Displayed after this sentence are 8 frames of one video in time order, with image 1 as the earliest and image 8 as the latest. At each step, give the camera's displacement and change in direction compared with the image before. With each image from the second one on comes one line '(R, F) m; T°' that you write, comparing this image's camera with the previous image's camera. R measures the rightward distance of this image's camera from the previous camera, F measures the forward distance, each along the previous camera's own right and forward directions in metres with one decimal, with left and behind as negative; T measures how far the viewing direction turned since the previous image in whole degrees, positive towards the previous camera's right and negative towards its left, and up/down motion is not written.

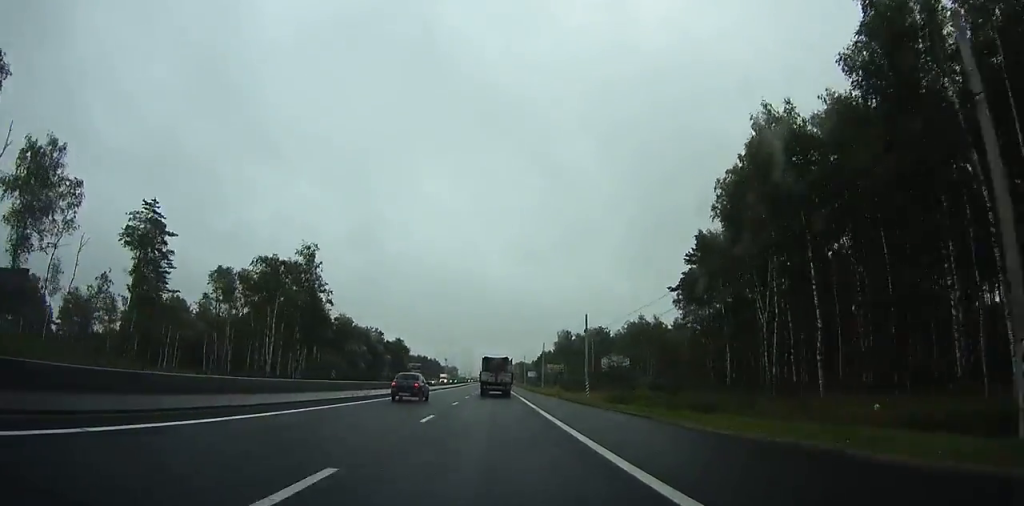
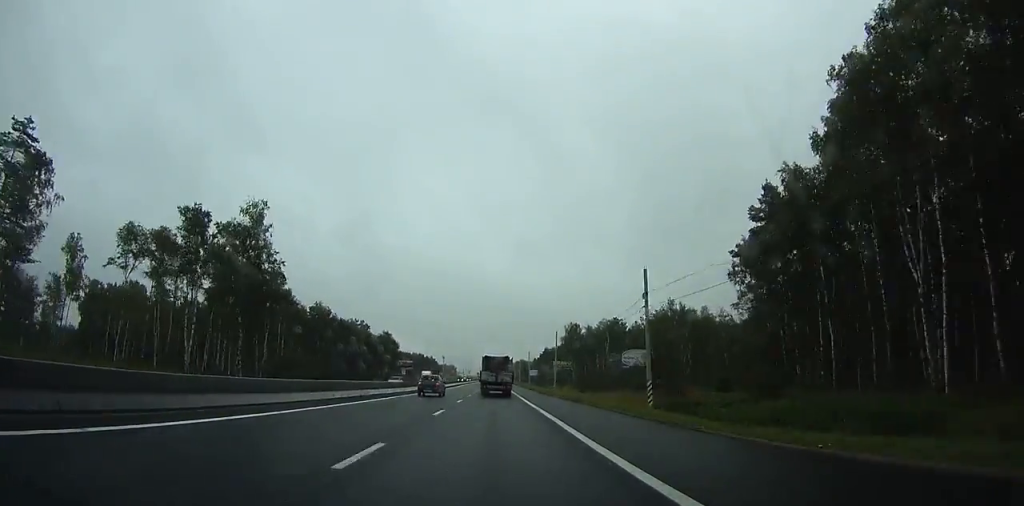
(0.0, +20.9) m; 0°
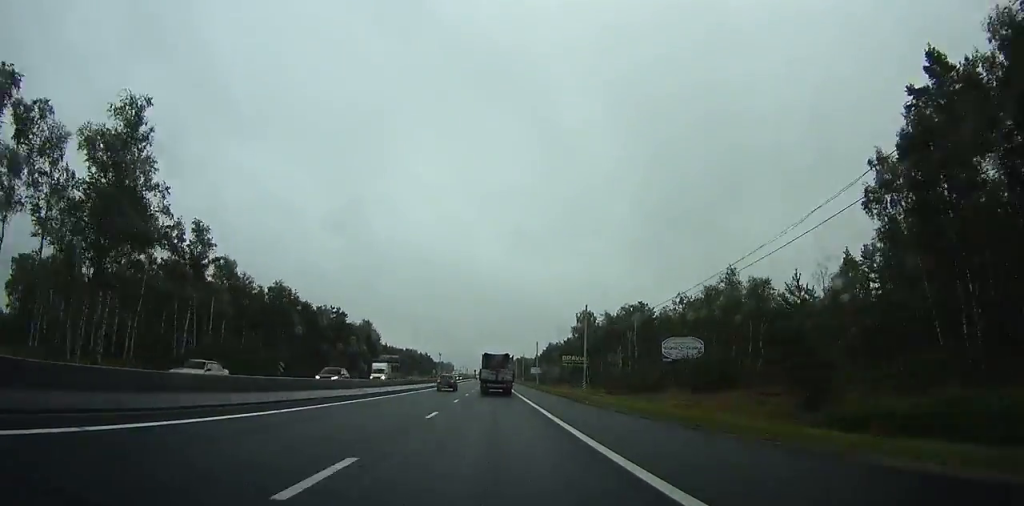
(0.0, +26.1) m; 0°
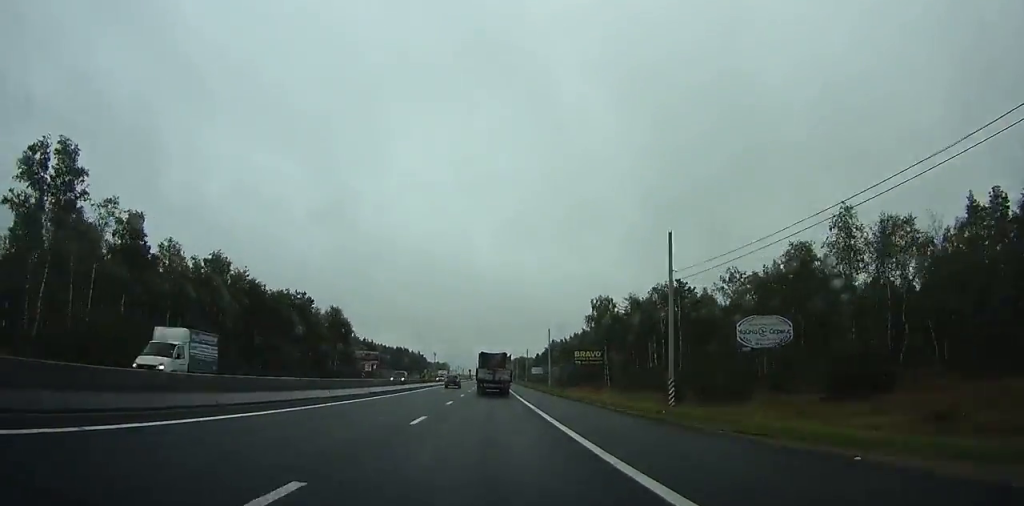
(0.0, +26.0) m; 0°
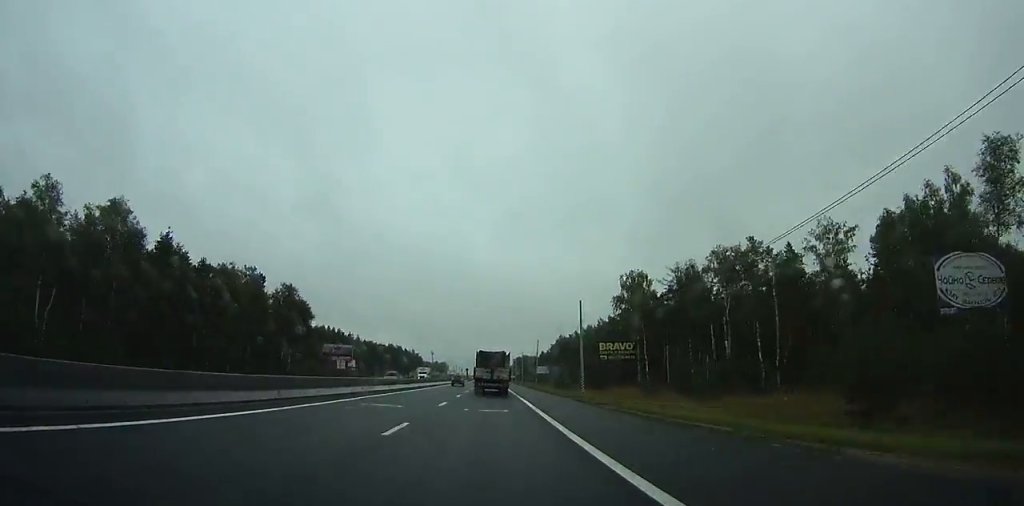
(0.0, +27.0) m; 0°
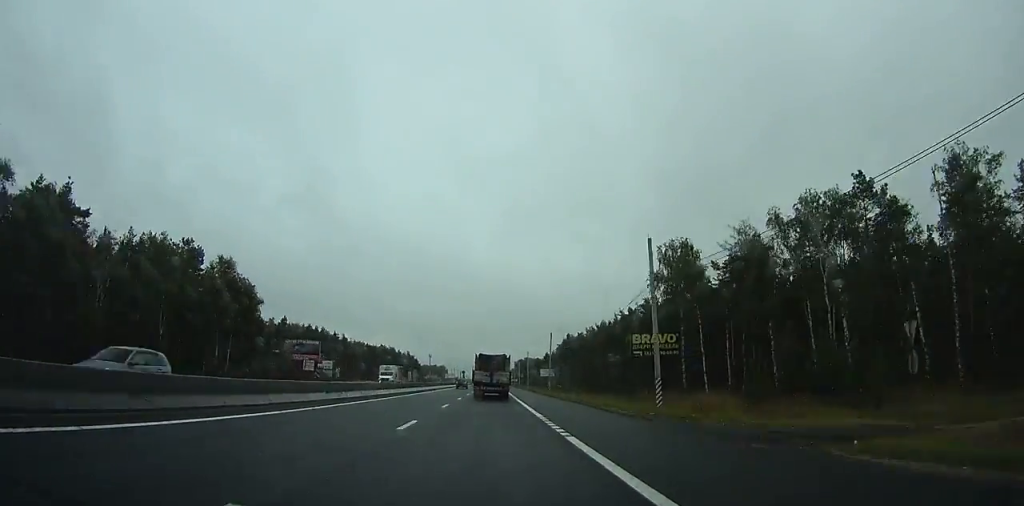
(0.0, +21.7) m; 0°
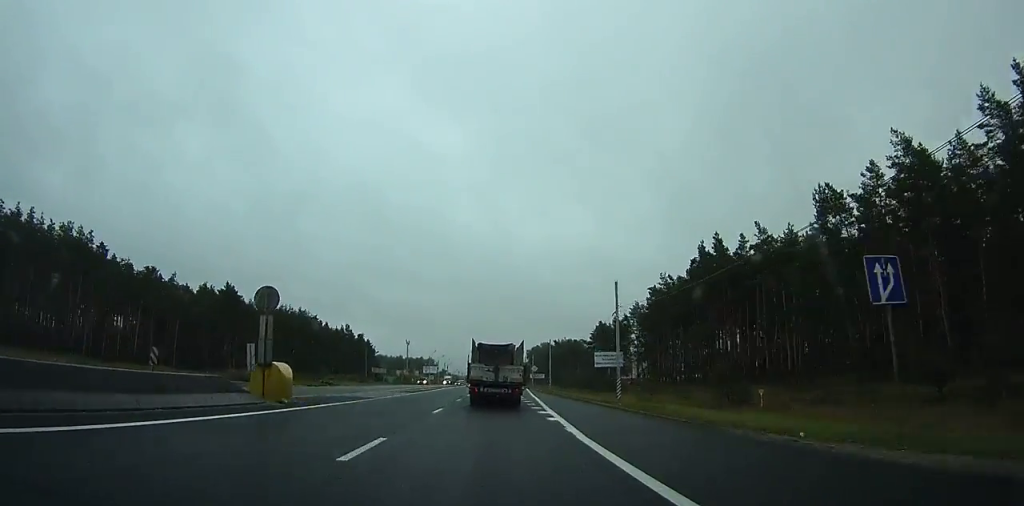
(-0.1, +126.0) m; 0°
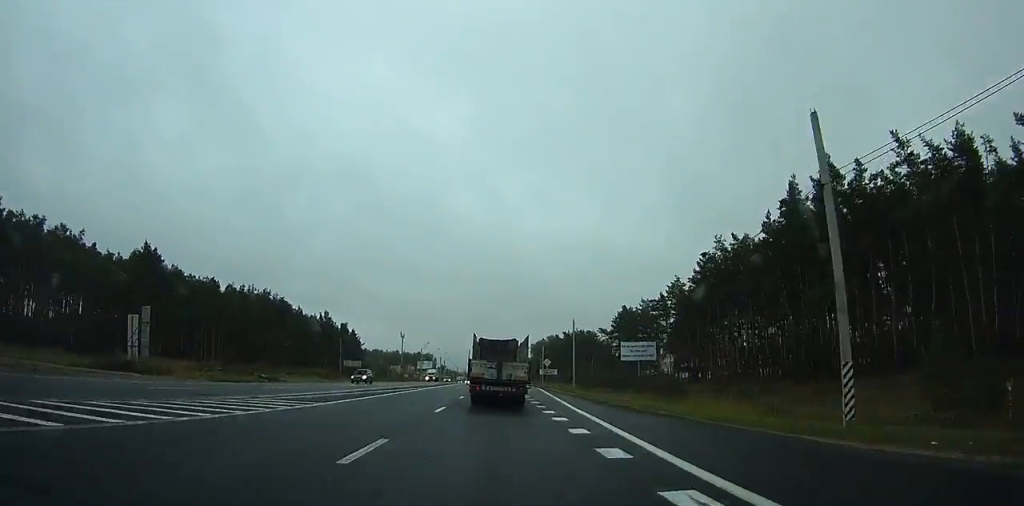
(0.0, +25.4) m; 0°
